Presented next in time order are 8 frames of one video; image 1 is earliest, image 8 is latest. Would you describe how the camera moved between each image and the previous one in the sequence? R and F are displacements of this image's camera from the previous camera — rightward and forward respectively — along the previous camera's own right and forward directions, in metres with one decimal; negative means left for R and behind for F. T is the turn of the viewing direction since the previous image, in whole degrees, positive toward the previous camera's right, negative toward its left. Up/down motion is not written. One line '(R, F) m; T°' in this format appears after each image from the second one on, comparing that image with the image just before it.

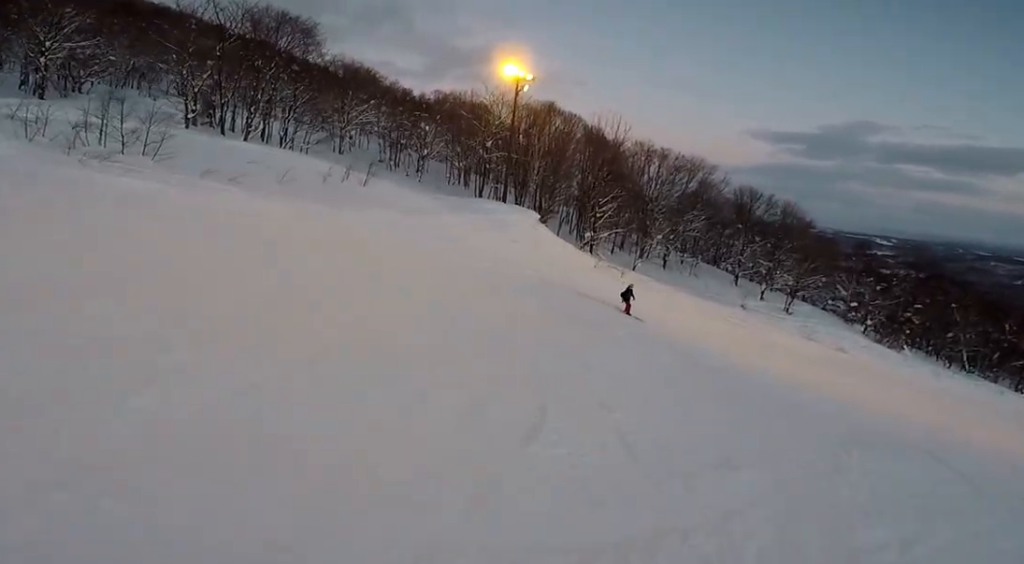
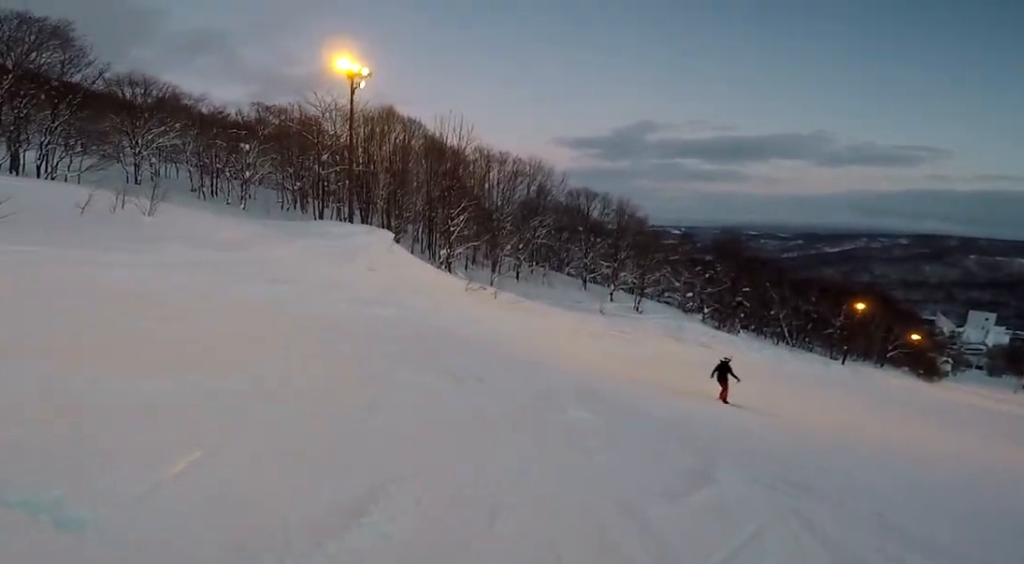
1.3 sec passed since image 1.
(+1.0, +6.8) m; +5°
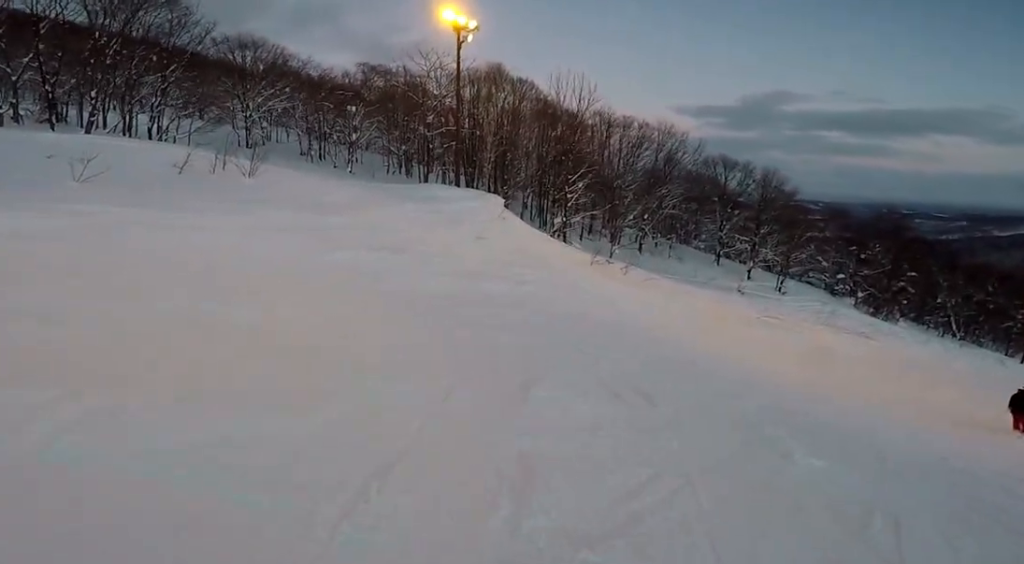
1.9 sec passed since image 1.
(-0.5, +2.6) m; -3°
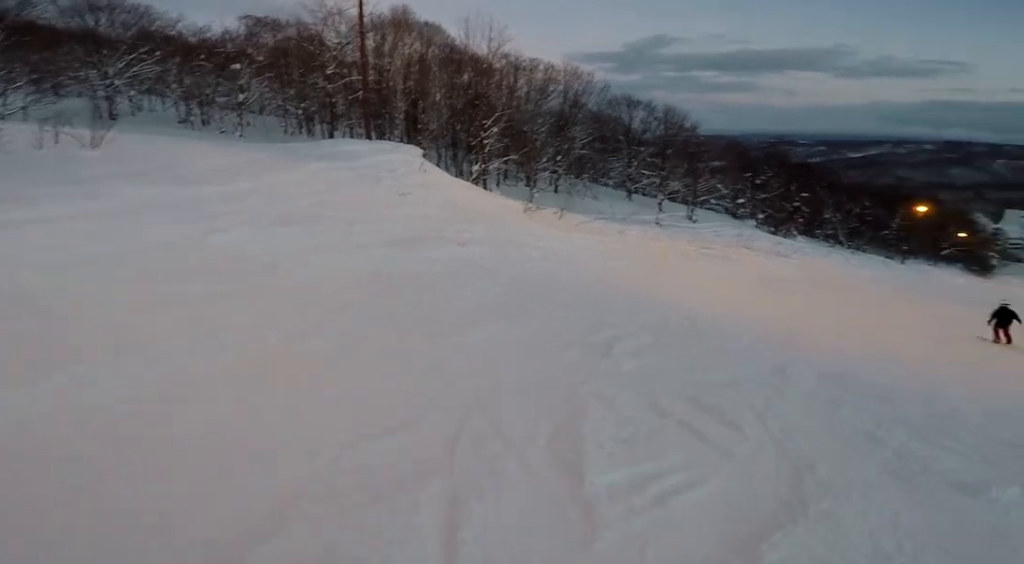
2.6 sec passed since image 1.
(-0.3, +3.3) m; +4°
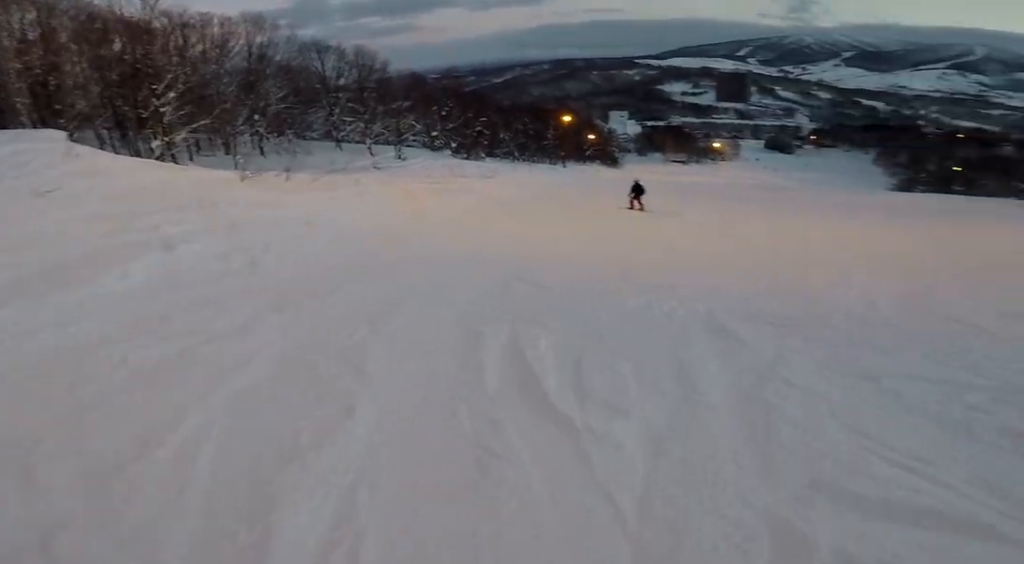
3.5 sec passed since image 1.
(+0.5, +3.7) m; +29°
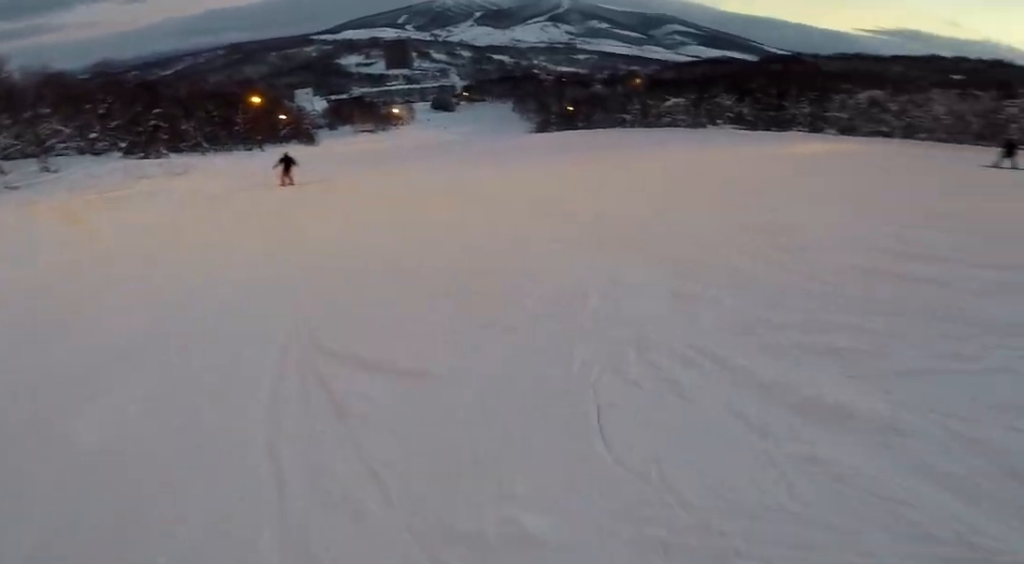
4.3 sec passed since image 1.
(+1.1, +3.7) m; +25°
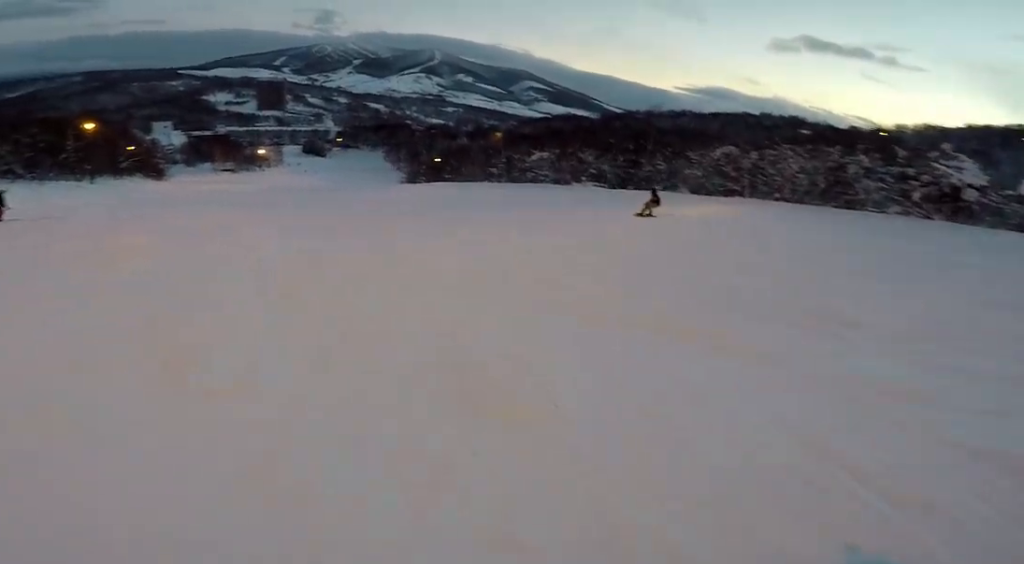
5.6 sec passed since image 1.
(+1.5, +6.0) m; +18°
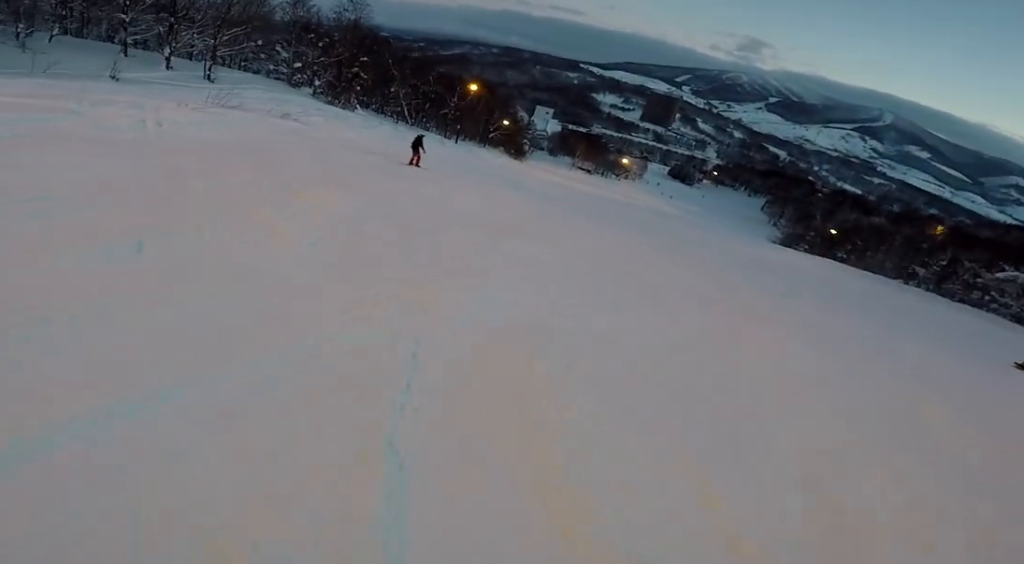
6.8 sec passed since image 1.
(-0.3, +6.4) m; -15°
